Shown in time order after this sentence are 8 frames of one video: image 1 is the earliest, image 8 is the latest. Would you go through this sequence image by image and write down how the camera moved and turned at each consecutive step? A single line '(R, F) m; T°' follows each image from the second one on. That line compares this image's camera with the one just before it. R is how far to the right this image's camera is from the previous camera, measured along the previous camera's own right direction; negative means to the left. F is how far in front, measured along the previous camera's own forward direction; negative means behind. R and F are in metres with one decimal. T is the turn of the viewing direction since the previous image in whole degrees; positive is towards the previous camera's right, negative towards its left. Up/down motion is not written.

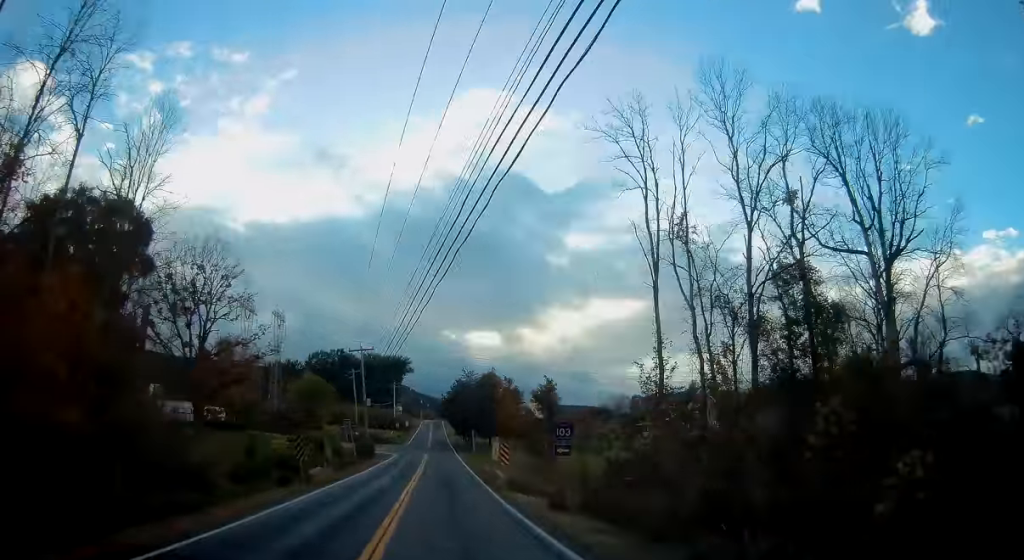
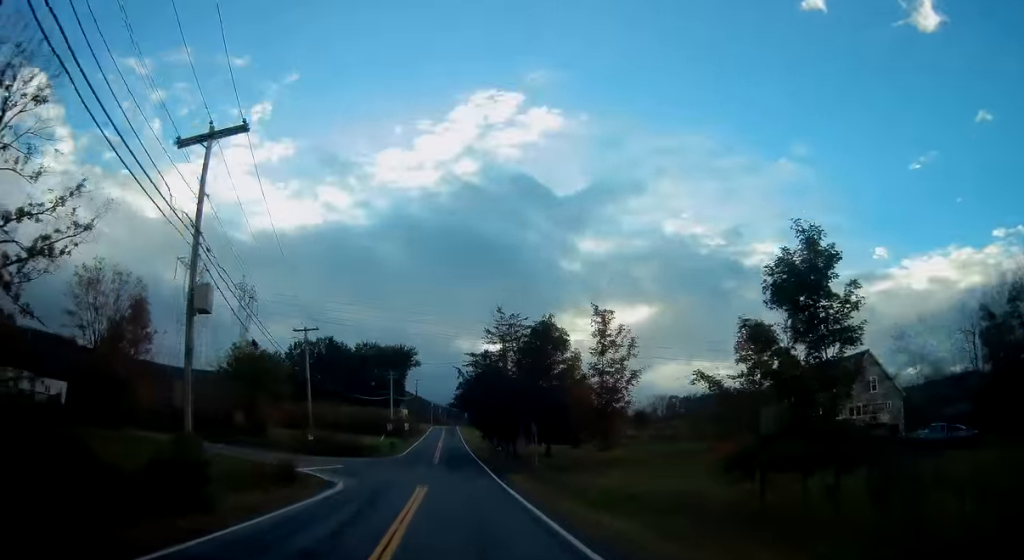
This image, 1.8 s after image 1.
(-1.5, +40.8) m; -2°
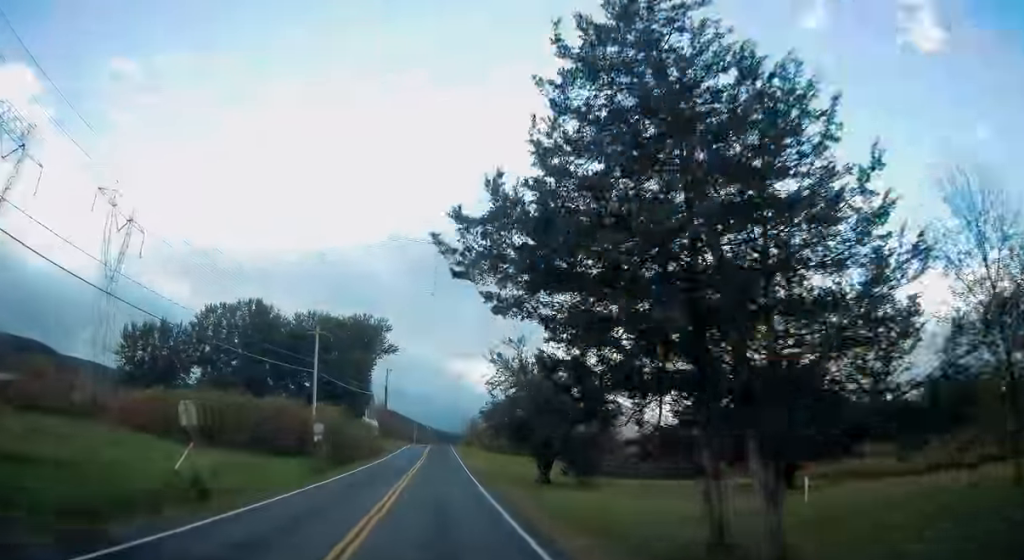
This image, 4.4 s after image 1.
(+1.0, +59.3) m; +2°
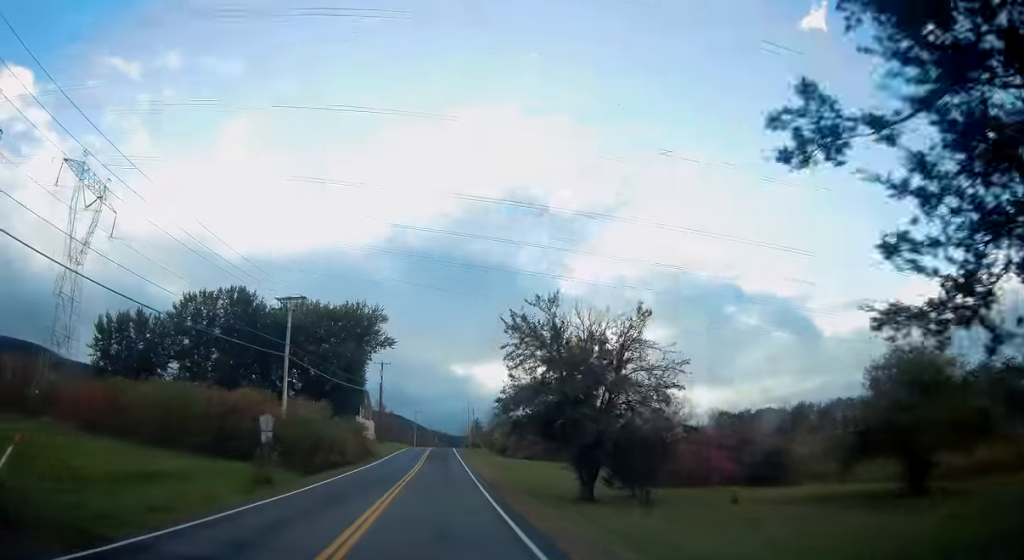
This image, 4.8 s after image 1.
(+0.1, +10.3) m; 0°
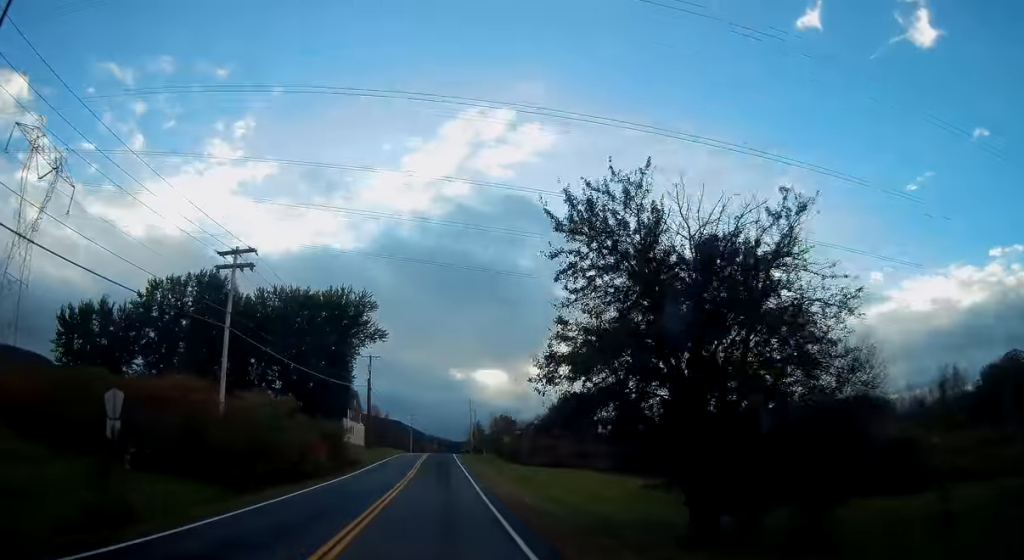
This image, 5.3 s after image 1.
(-0.1, +12.0) m; -1°
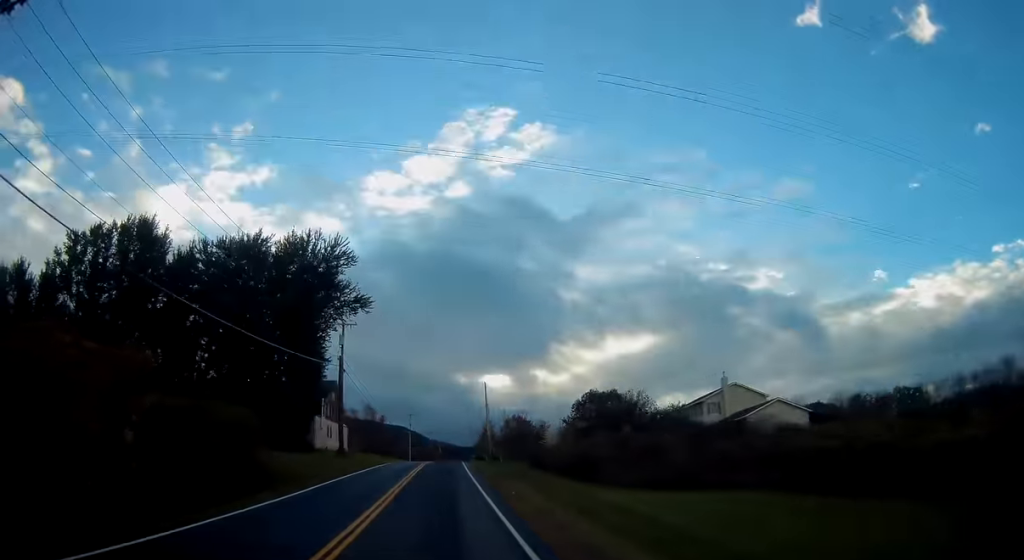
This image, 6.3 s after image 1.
(-0.4, +23.2) m; -1°
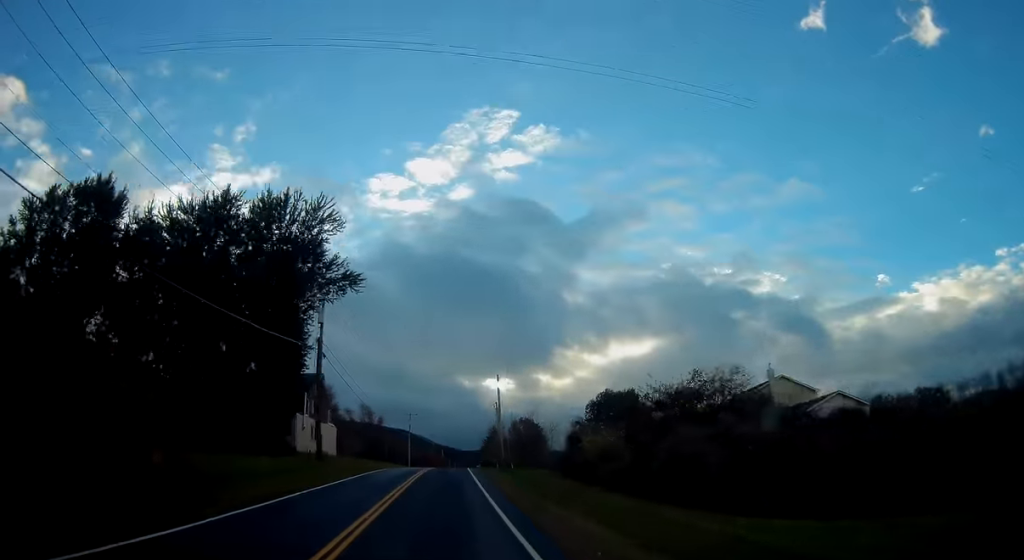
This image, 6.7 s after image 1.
(-0.1, +10.4) m; 0°
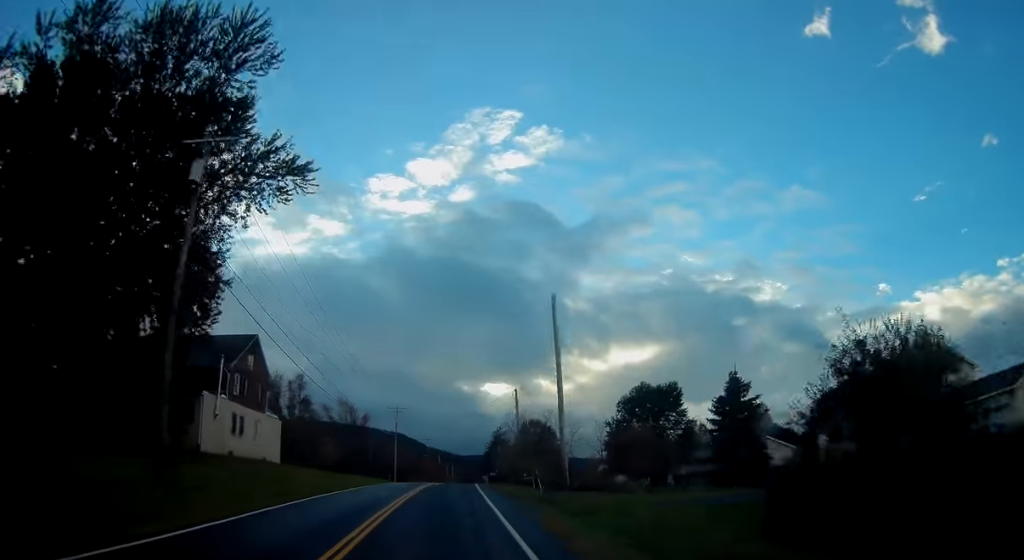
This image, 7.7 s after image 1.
(+0.3, +24.0) m; +1°
